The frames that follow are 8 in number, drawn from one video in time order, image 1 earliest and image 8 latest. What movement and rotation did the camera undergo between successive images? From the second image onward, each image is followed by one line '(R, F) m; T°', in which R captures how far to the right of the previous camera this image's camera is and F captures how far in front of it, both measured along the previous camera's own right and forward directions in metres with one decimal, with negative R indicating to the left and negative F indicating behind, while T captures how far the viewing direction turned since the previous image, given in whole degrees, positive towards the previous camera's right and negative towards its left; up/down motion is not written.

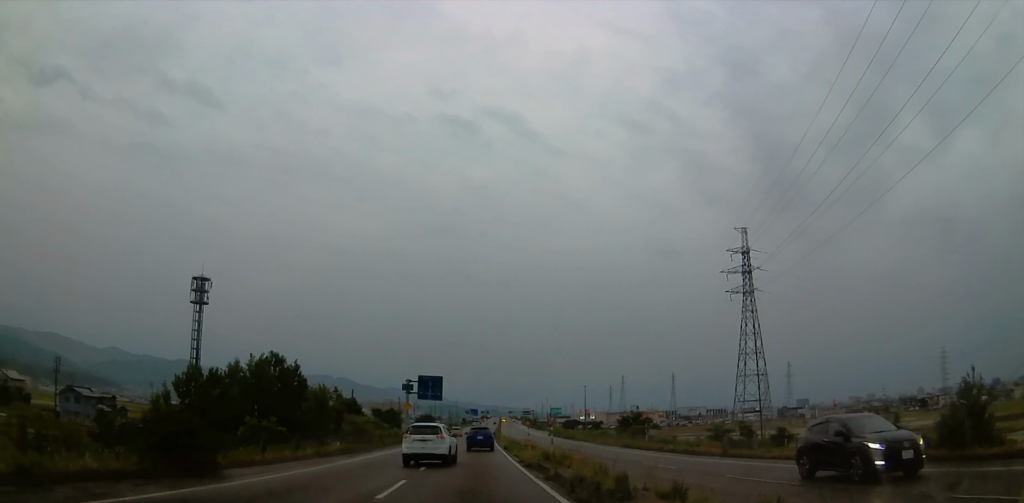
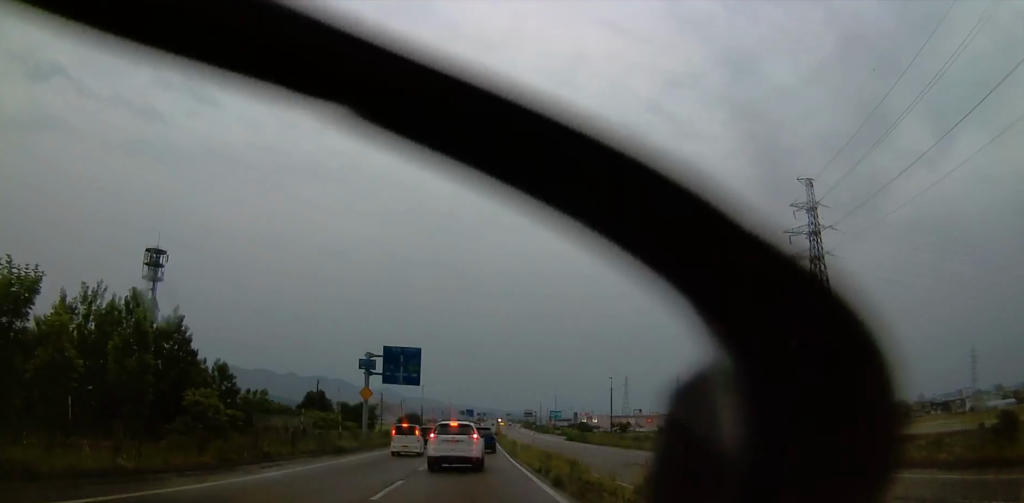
(+0.3, +30.0) m; 0°
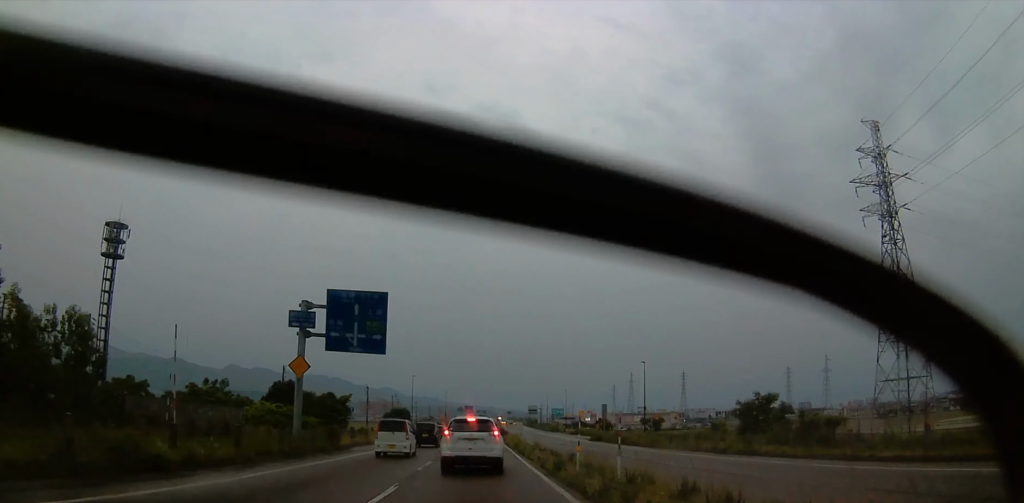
(-0.4, +20.1) m; -1°
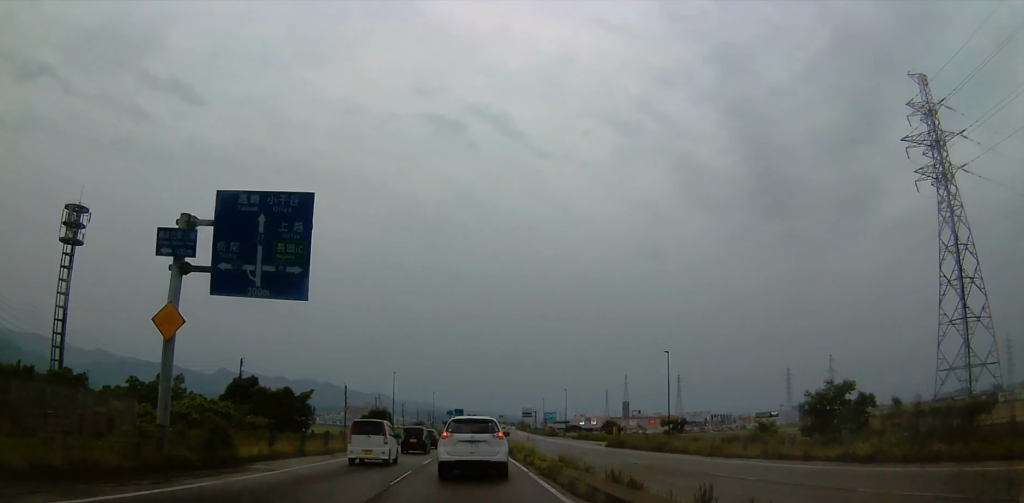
(0.0, +13.8) m; +1°
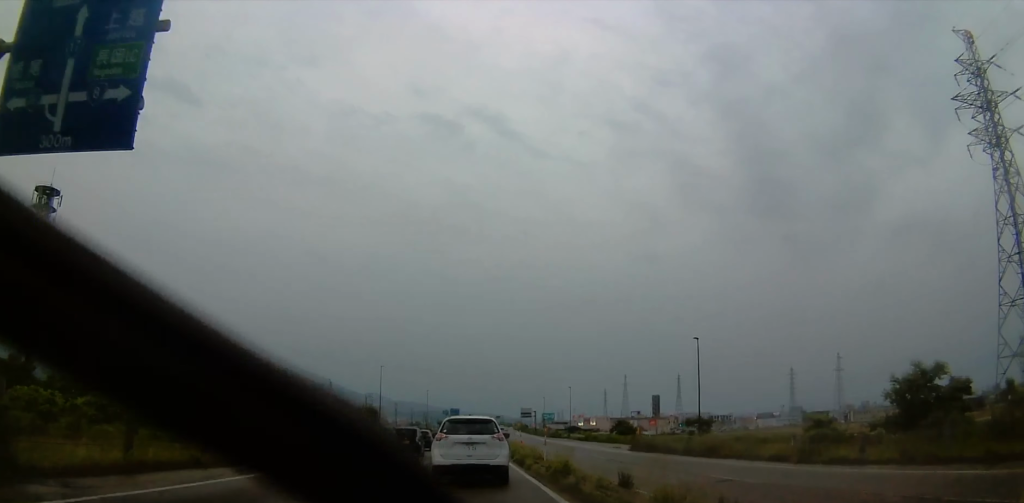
(0.0, +10.5) m; +1°
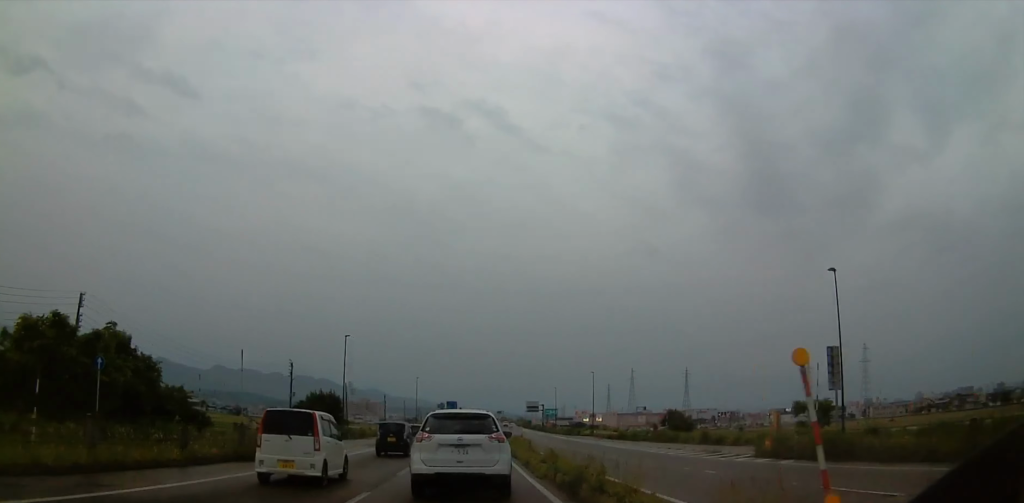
(+0.4, +23.9) m; +2°
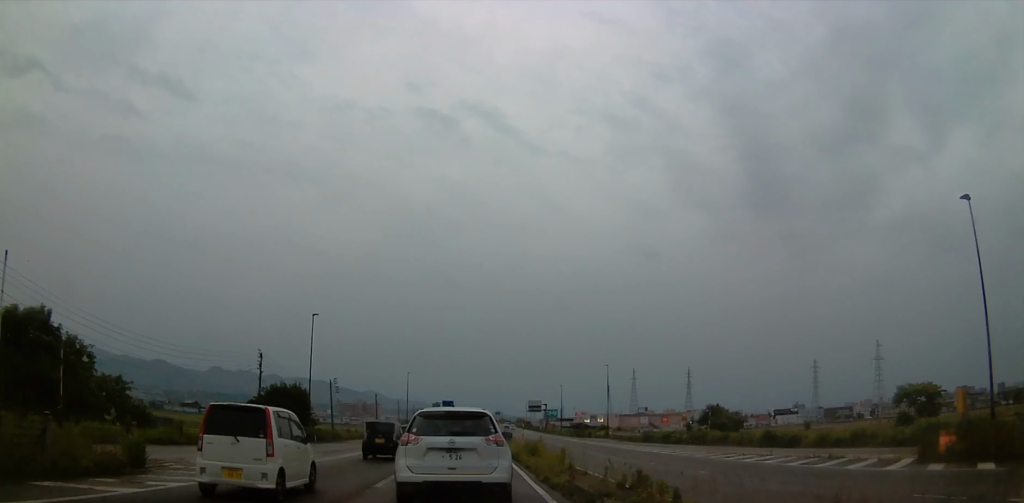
(+0.1, +13.1) m; 0°
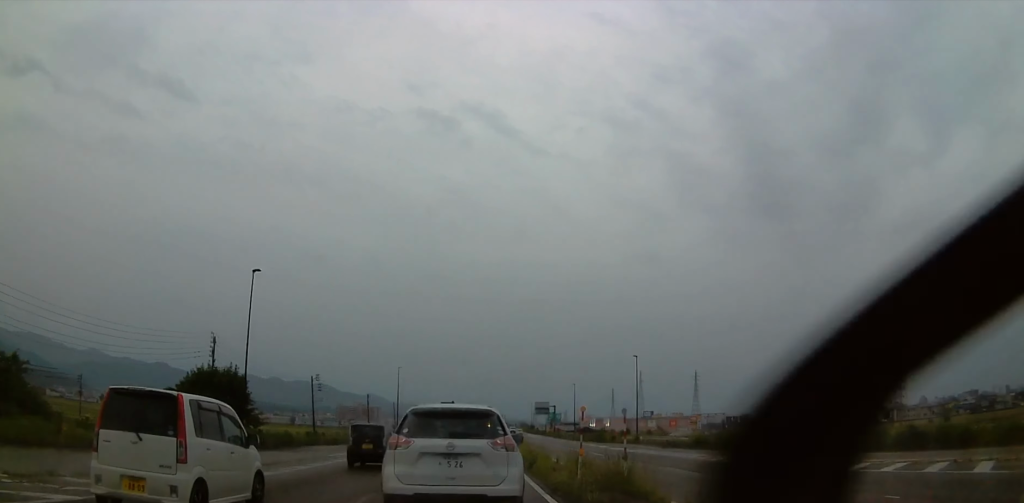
(+0.2, +18.3) m; -2°
